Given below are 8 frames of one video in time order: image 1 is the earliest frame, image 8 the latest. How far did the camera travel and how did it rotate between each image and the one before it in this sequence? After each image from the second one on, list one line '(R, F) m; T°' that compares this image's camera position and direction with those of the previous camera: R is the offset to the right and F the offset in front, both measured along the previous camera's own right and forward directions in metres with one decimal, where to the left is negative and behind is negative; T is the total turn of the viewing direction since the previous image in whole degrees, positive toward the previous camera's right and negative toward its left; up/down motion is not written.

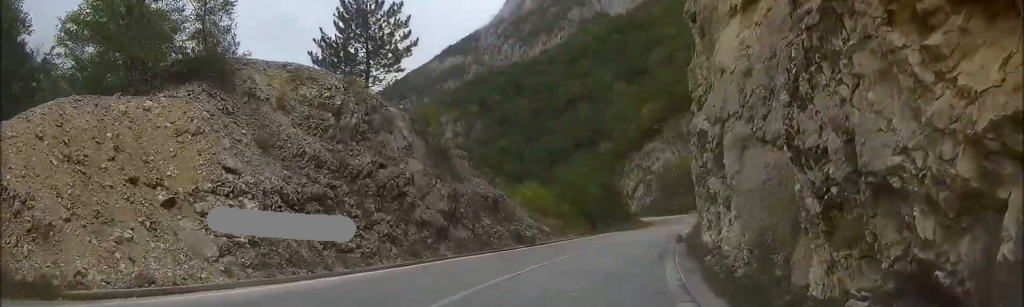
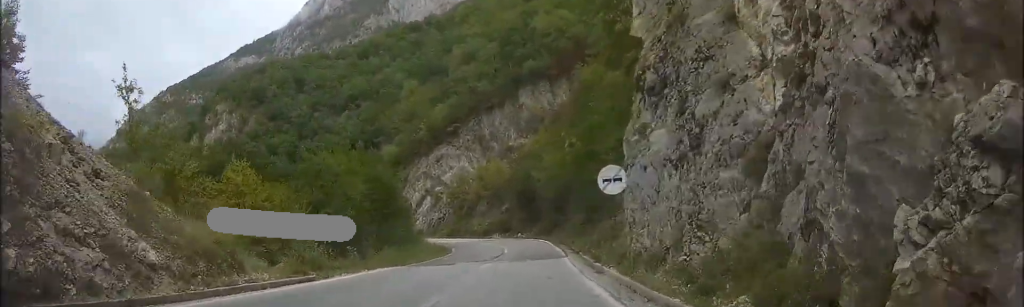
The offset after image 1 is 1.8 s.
(+4.8, +25.2) m; +20°
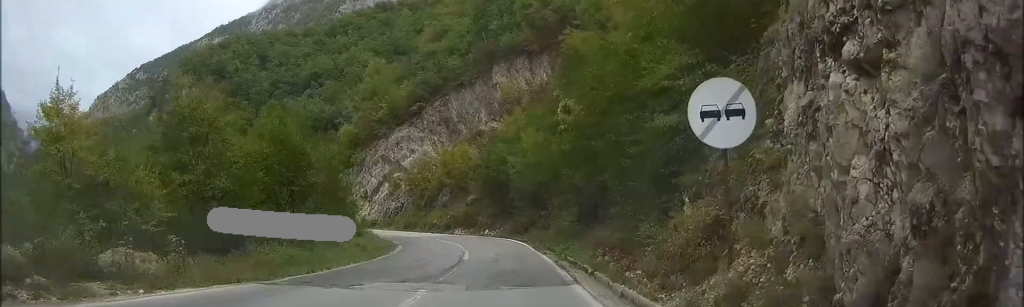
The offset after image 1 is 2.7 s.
(+1.0, +12.8) m; +7°
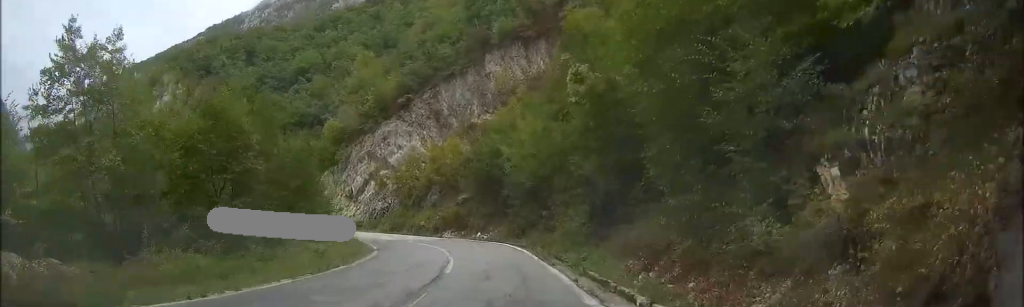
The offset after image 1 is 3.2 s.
(+0.3, +6.7) m; 0°
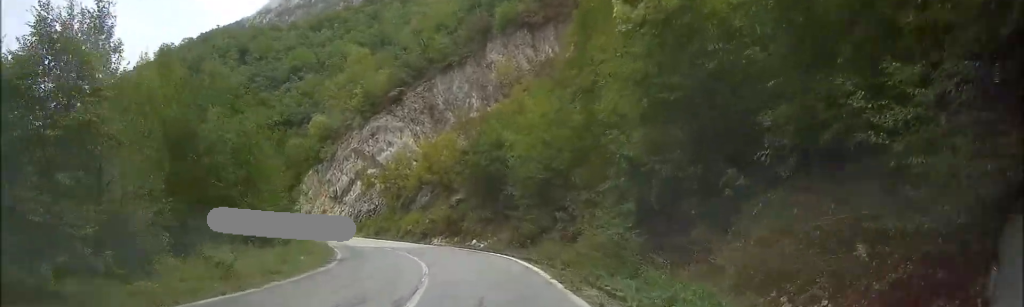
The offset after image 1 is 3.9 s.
(+0.2, +9.5) m; 0°
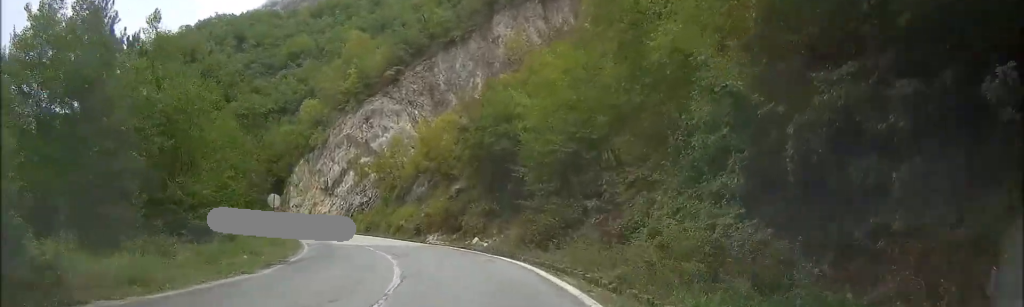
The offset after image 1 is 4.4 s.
(-0.2, +8.1) m; -1°
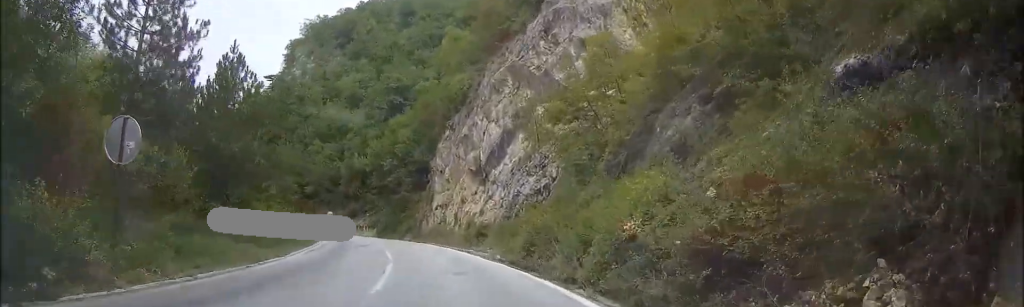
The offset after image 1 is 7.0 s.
(-1.8, +36.0) m; -15°
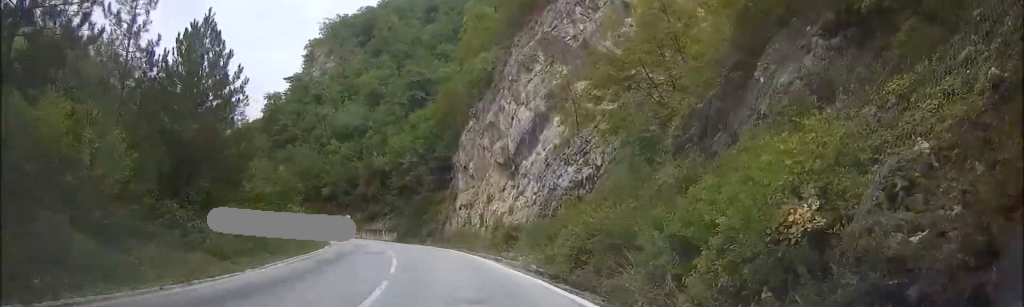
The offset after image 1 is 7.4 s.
(-0.5, +5.9) m; -6°
